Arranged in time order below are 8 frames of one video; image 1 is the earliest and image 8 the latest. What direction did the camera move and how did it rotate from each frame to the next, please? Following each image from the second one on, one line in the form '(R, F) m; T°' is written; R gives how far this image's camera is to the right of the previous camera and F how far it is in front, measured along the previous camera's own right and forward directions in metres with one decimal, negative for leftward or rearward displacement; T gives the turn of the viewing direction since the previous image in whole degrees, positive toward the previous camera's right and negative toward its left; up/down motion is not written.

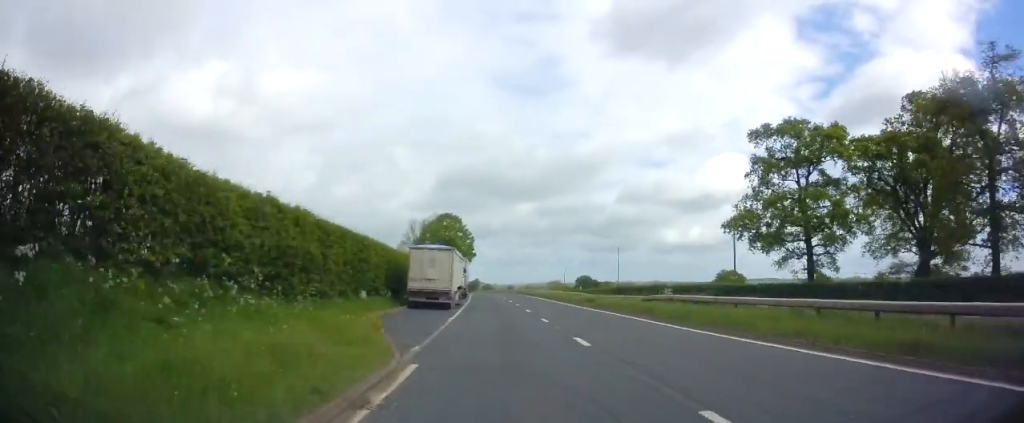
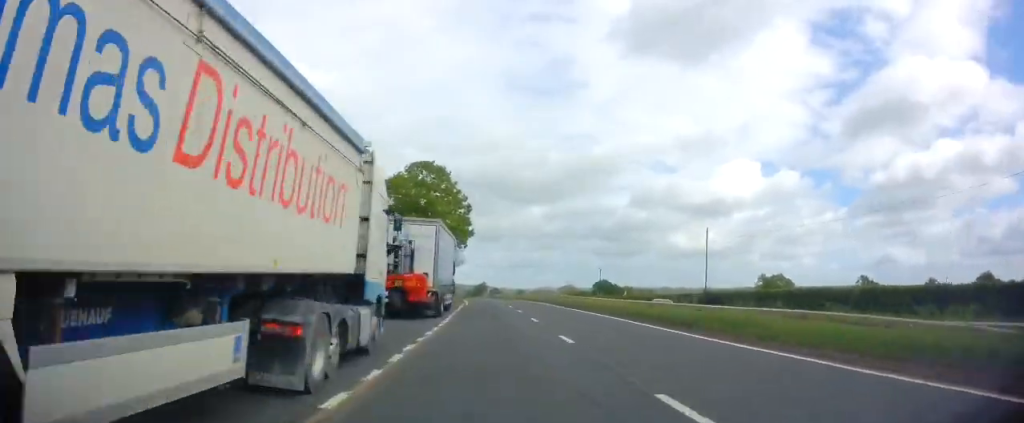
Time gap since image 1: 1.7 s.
(-0.6, +33.8) m; -1°
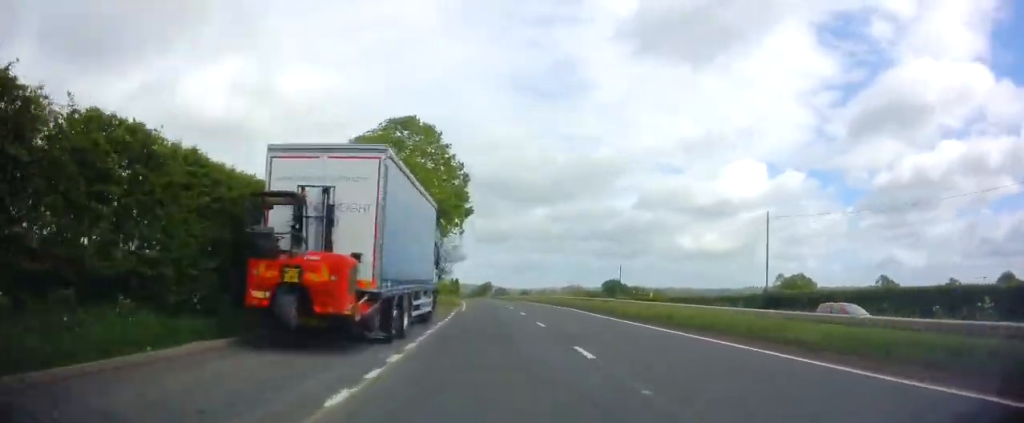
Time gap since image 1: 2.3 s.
(+0.2, +11.7) m; 0°
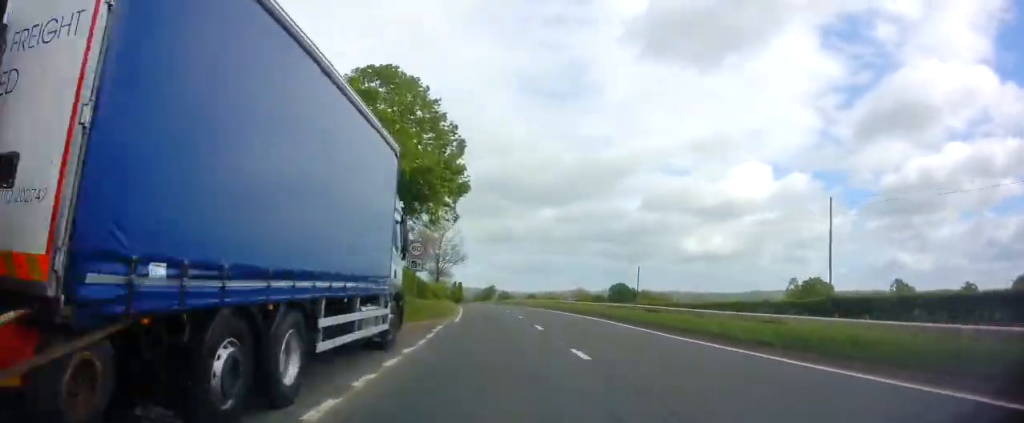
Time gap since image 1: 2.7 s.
(-0.1, +8.3) m; 0°
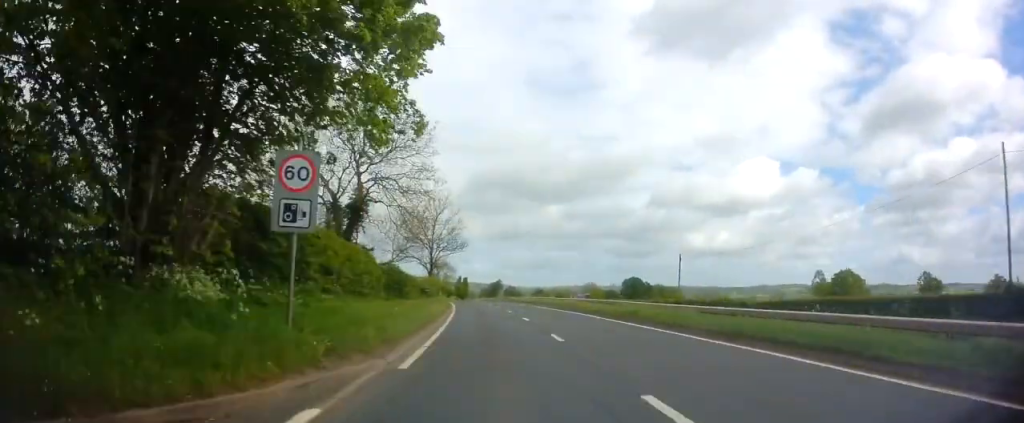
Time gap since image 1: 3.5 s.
(-0.1, +14.7) m; -1°
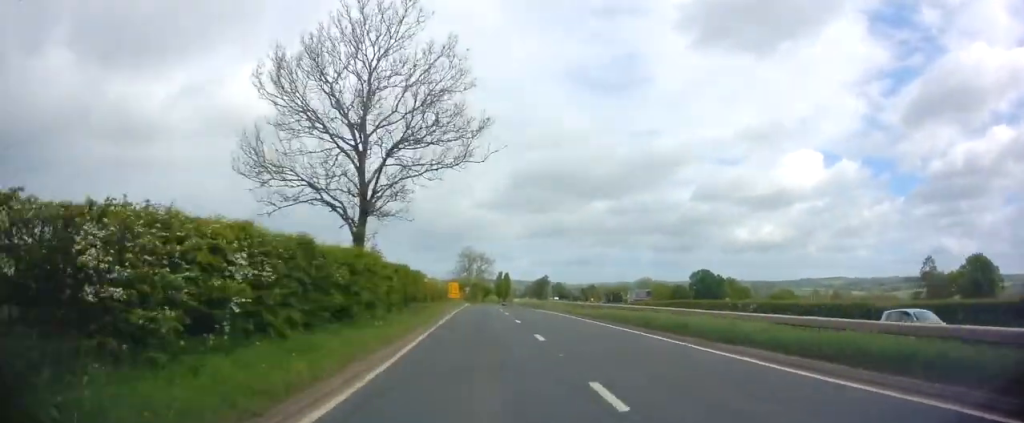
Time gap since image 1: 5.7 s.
(-1.4, +41.8) m; -5°
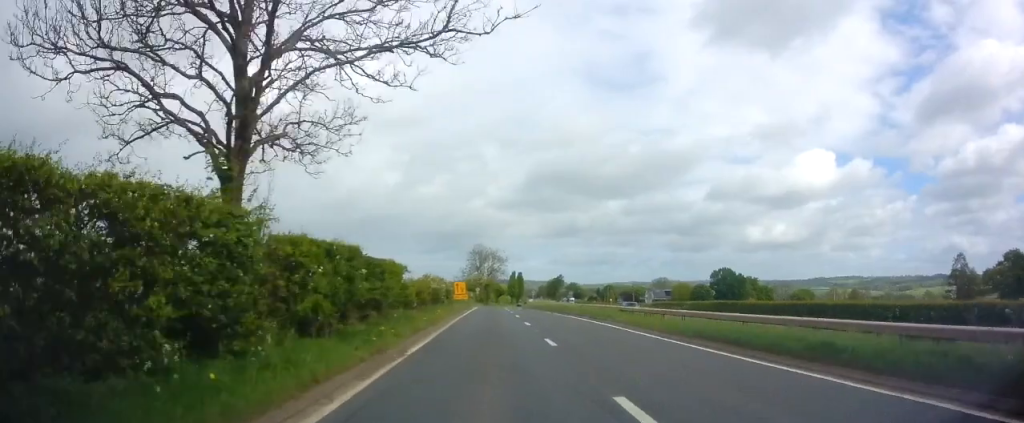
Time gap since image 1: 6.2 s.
(-0.2, +9.6) m; -1°
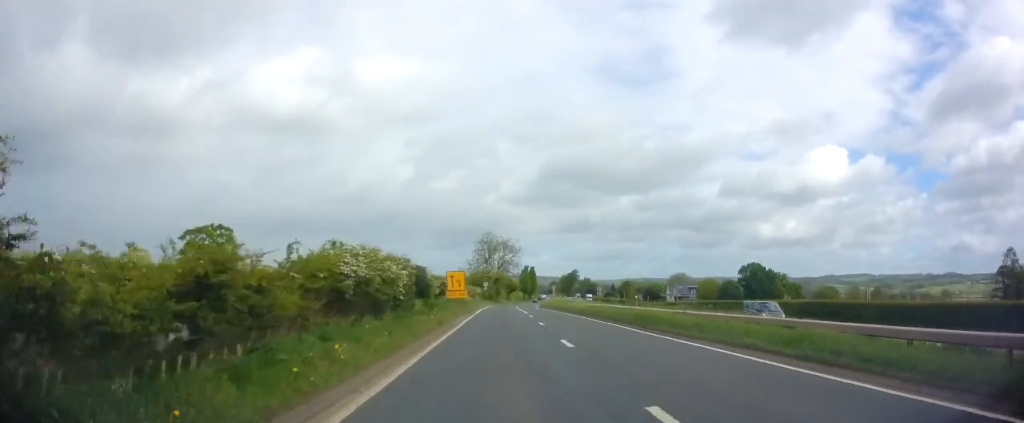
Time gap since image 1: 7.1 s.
(0.0, +18.0) m; -1°
